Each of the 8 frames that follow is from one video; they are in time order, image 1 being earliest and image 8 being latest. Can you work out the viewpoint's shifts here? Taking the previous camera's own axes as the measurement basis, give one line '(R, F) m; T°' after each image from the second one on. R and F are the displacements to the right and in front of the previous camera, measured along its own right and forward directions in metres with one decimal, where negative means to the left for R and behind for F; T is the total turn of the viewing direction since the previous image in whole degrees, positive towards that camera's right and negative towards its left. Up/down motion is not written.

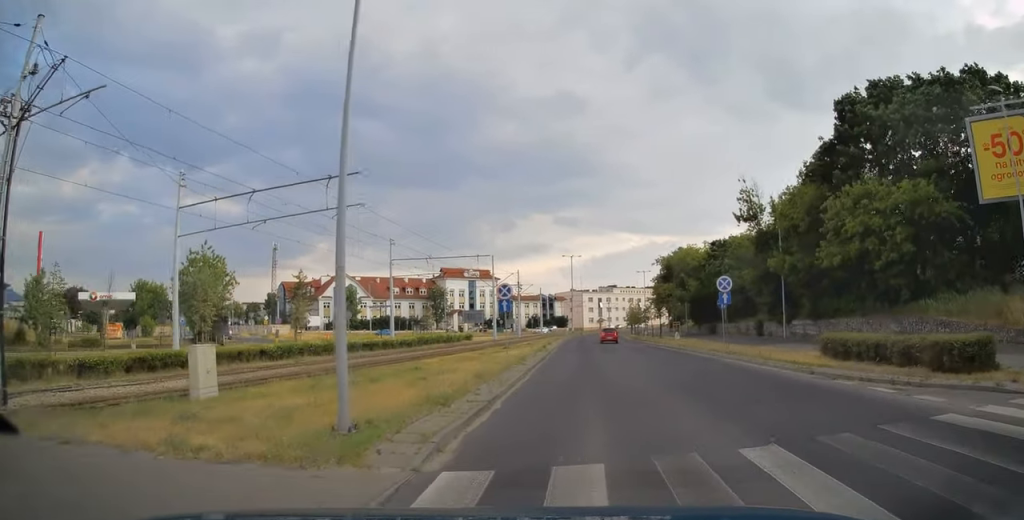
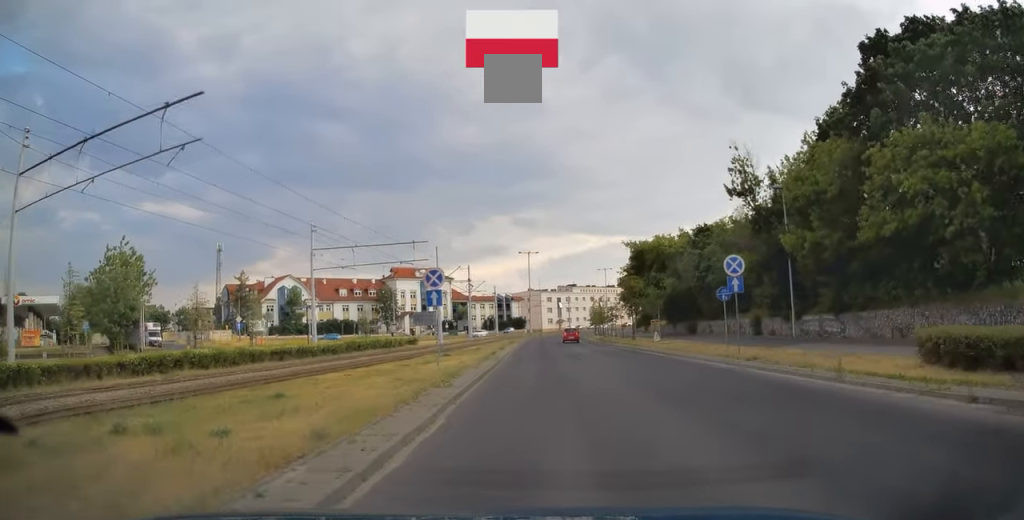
(+0.5, +9.9) m; +4°
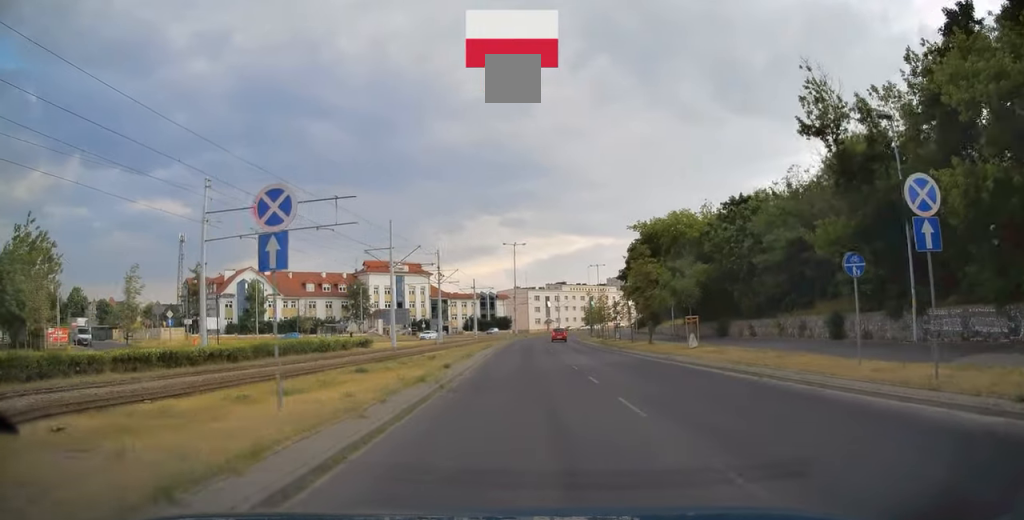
(+0.6, +14.9) m; +4°
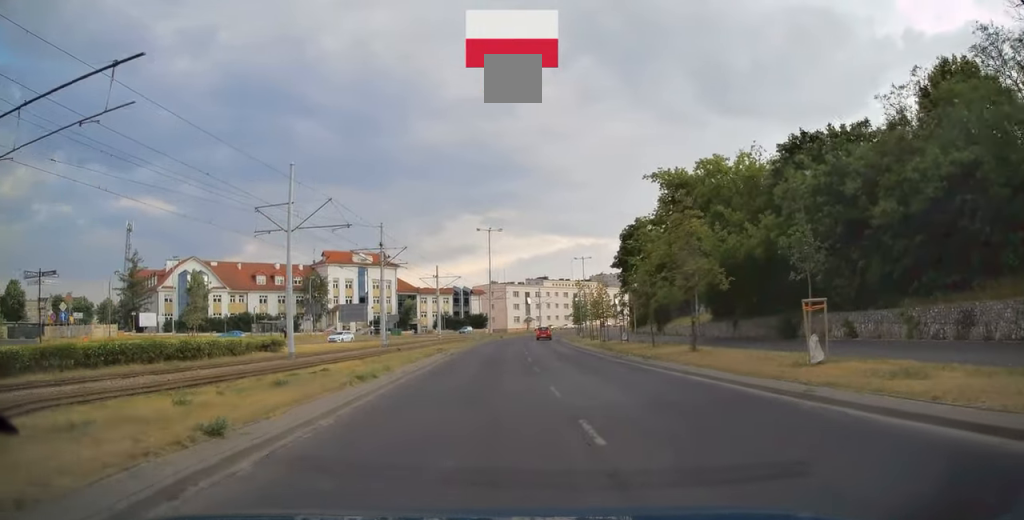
(+0.5, +15.8) m; +2°
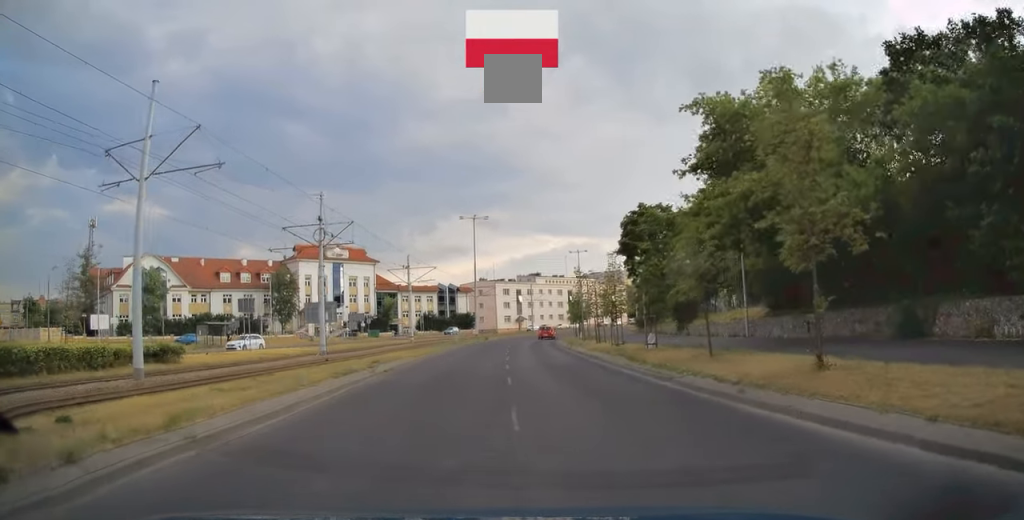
(+0.1, +11.3) m; 0°
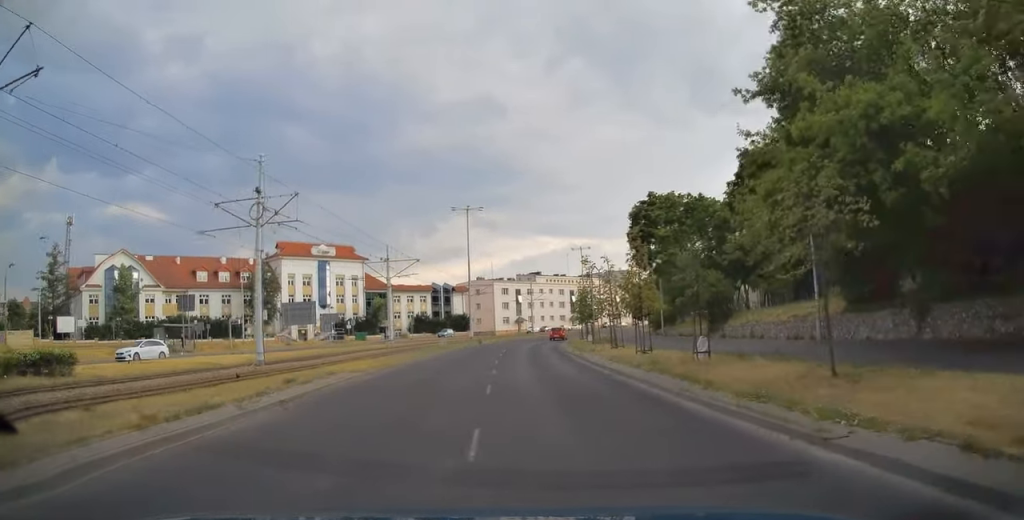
(-0.1, +7.9) m; -1°
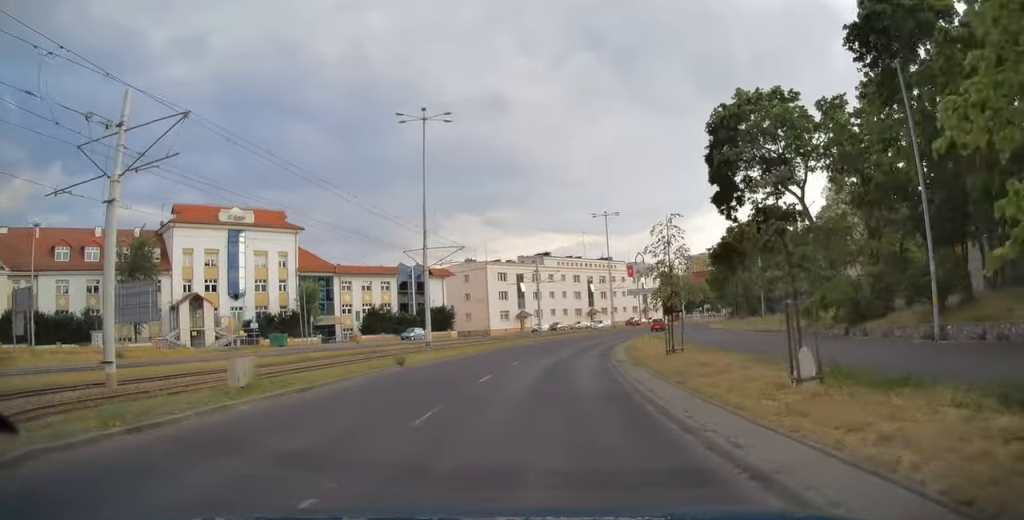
(+0.9, +34.1) m; +4°
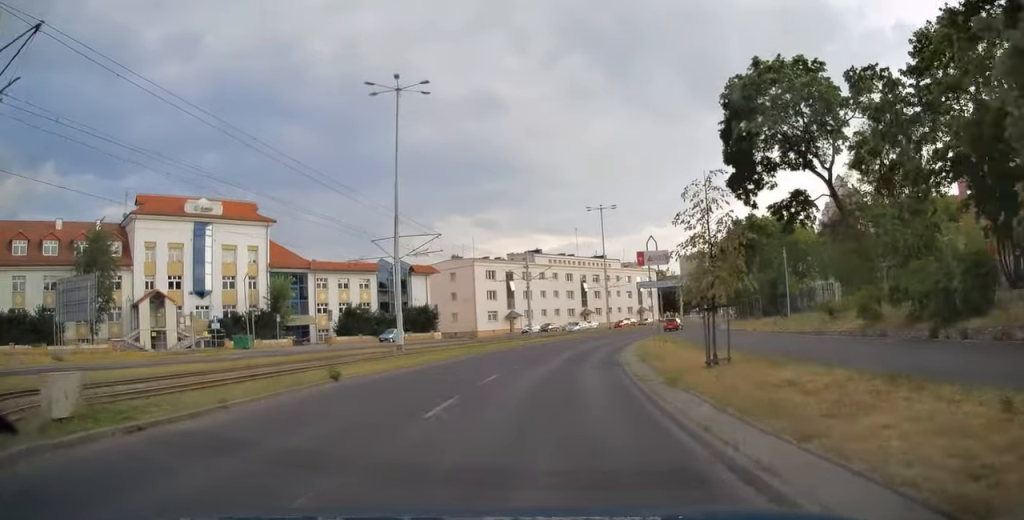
(0.0, +5.9) m; +1°
